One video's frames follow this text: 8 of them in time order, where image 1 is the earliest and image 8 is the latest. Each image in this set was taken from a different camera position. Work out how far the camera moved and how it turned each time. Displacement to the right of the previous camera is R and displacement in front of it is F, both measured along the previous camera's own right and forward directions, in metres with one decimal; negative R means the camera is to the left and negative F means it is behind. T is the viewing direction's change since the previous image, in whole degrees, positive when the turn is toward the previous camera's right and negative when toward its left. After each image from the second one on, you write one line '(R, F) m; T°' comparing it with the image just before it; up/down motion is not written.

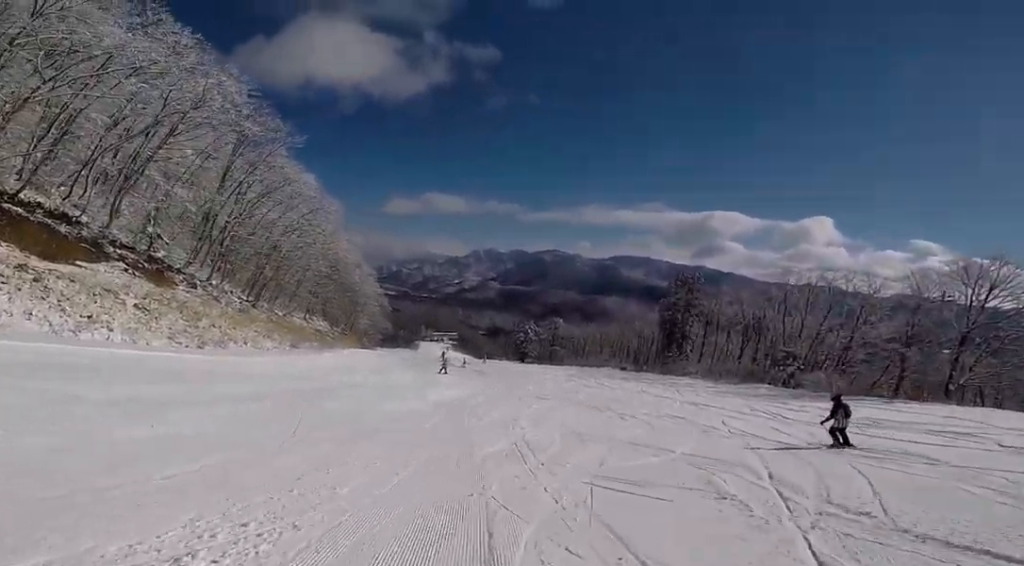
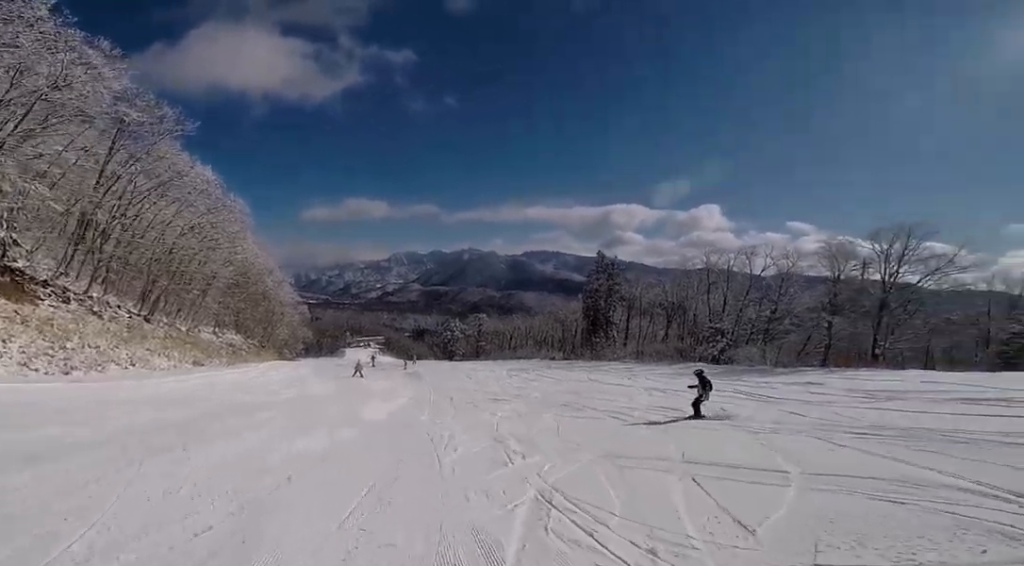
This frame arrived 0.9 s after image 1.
(-1.0, +4.9) m; +8°
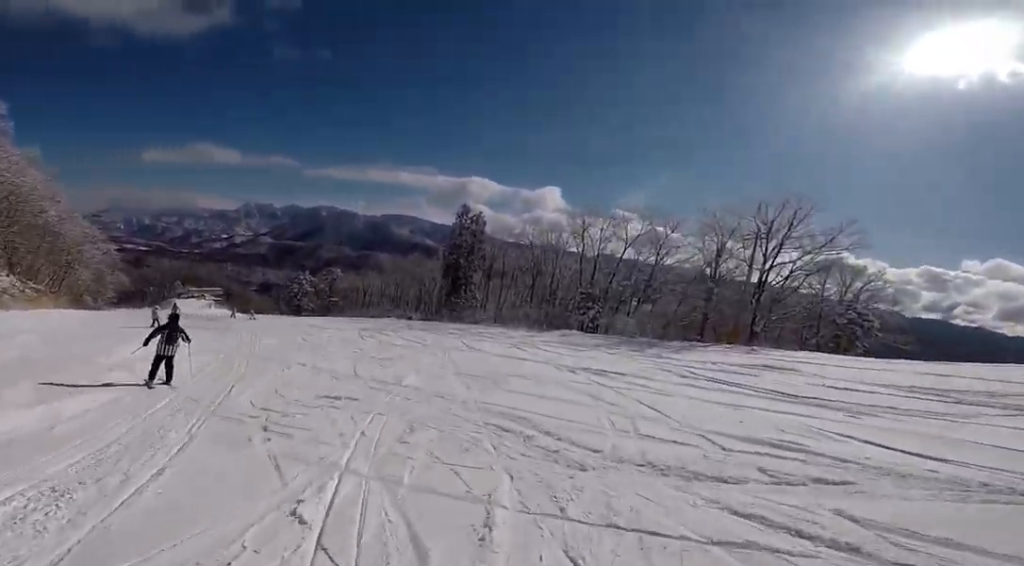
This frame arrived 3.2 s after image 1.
(+5.2, +11.9) m; +12°
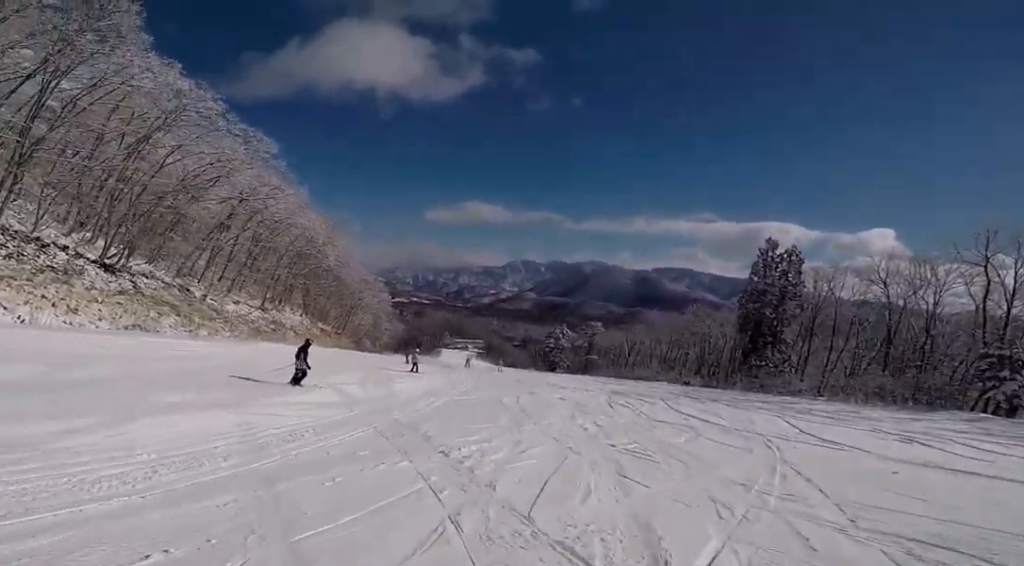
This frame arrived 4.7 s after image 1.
(-4.0, +7.6) m; -29°
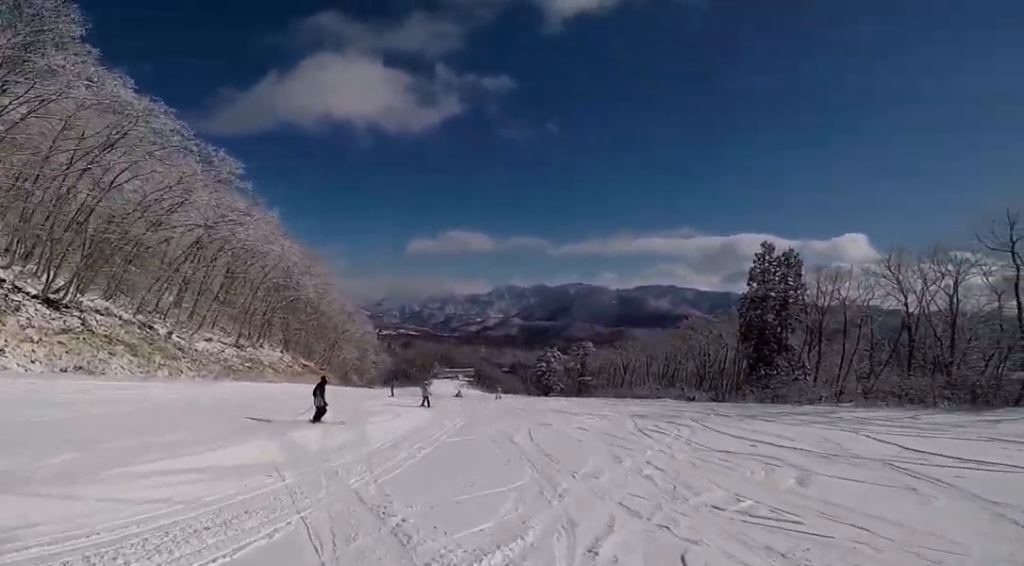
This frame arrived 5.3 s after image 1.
(-0.6, +3.4) m; +9°
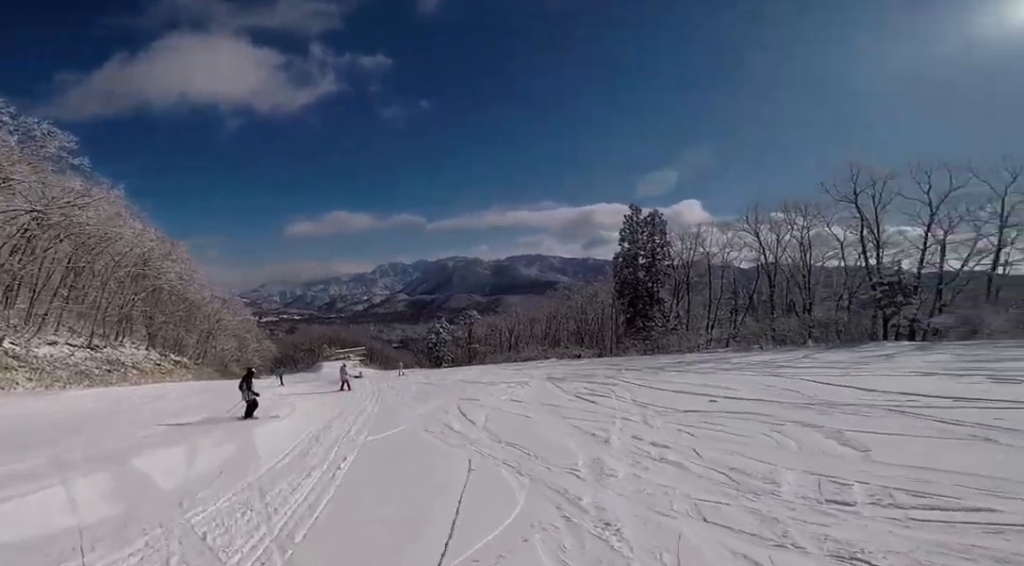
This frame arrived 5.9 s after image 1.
(+1.3, +2.3) m; +11°
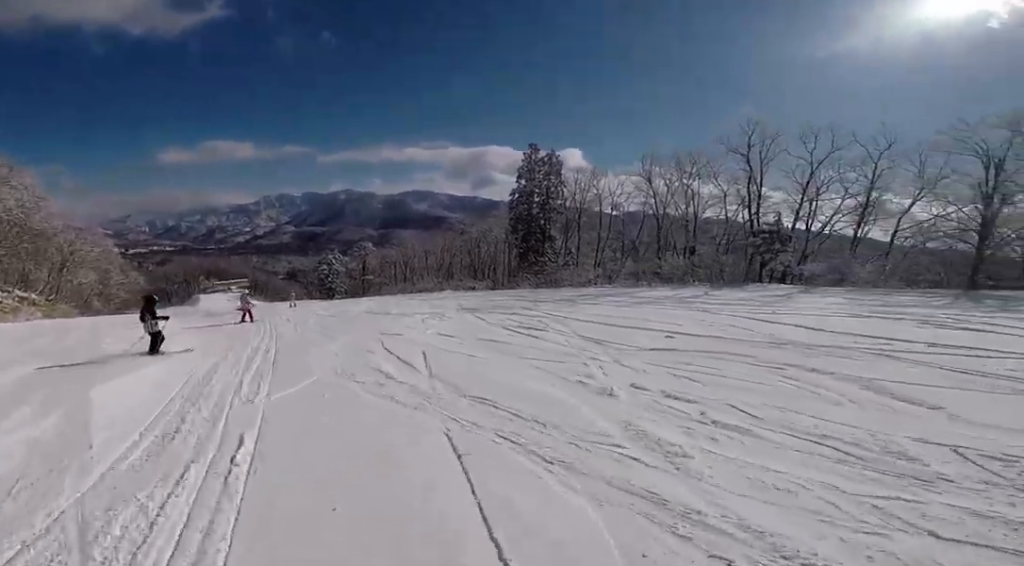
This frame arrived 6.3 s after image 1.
(+0.4, +2.1) m; +6°
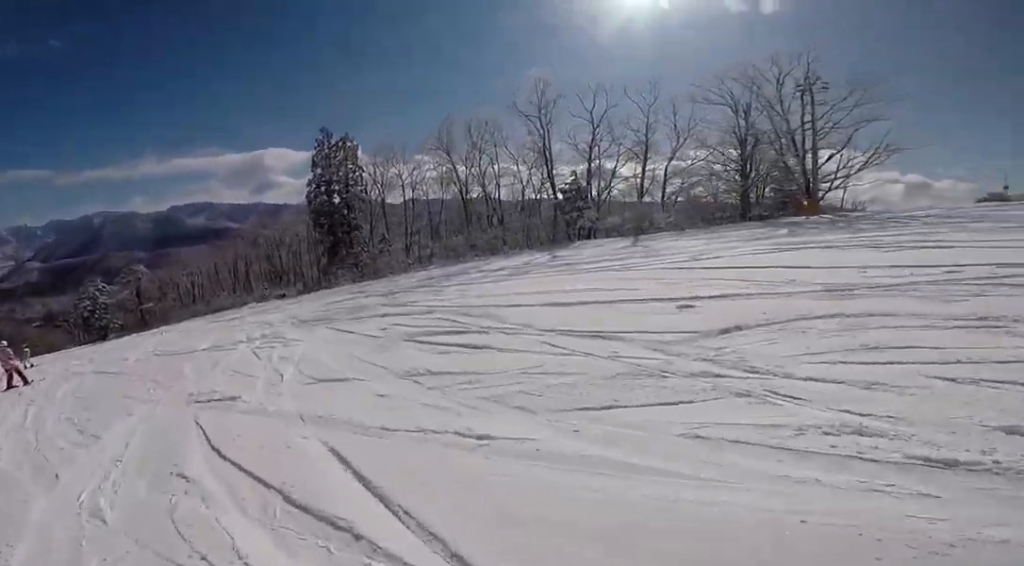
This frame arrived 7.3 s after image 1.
(-0.7, +5.0) m; +2°
